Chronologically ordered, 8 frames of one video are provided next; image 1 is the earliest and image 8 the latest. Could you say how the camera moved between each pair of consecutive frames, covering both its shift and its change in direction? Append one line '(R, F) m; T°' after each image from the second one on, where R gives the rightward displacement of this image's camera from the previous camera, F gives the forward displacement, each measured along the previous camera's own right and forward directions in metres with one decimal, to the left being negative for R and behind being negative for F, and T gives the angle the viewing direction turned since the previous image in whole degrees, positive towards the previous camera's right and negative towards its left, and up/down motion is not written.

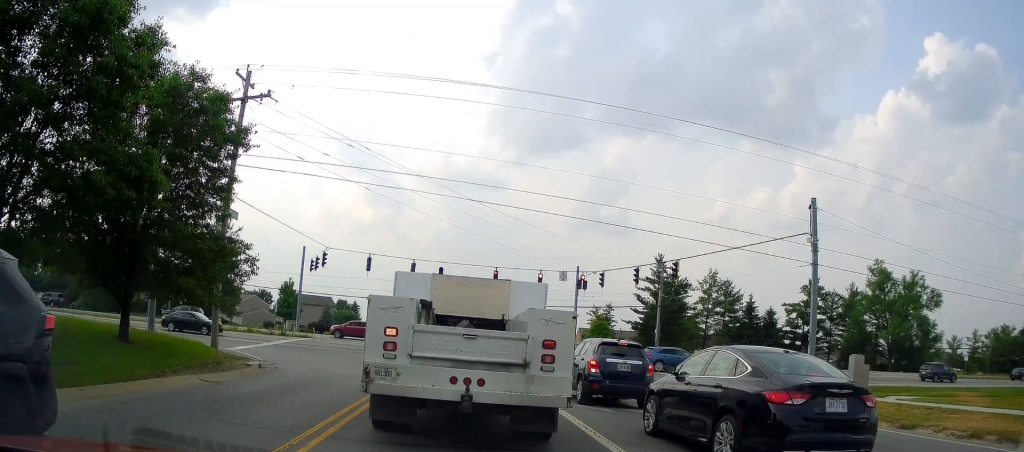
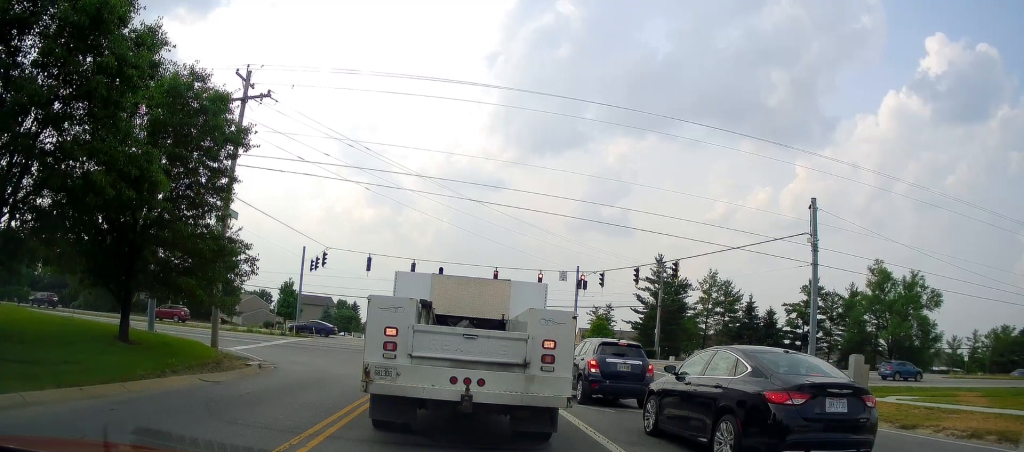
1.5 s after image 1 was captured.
(0.0, 0.0) m; 0°
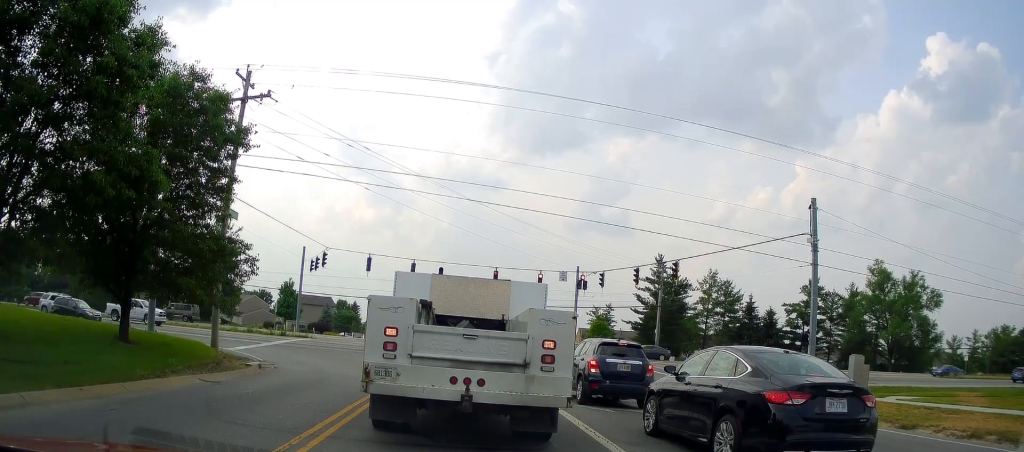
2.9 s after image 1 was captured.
(0.0, 0.0) m; 0°
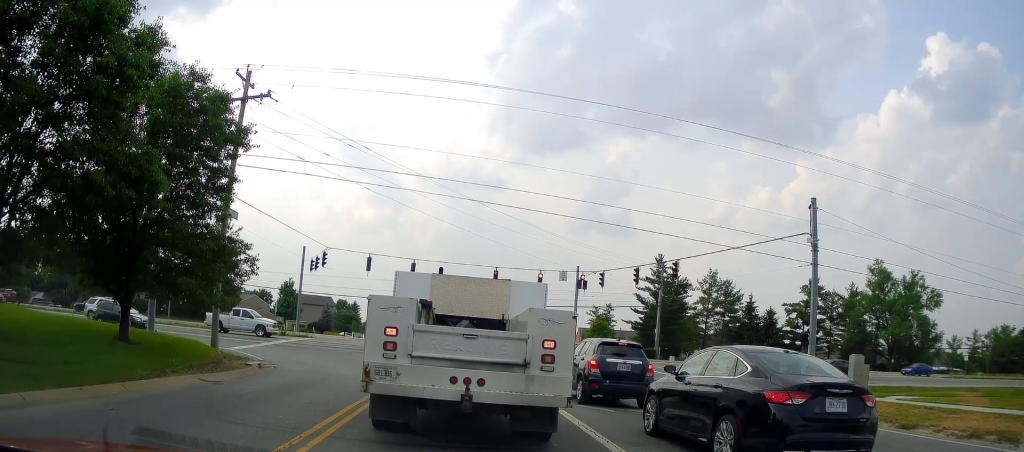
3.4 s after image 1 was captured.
(0.0, 0.0) m; 0°
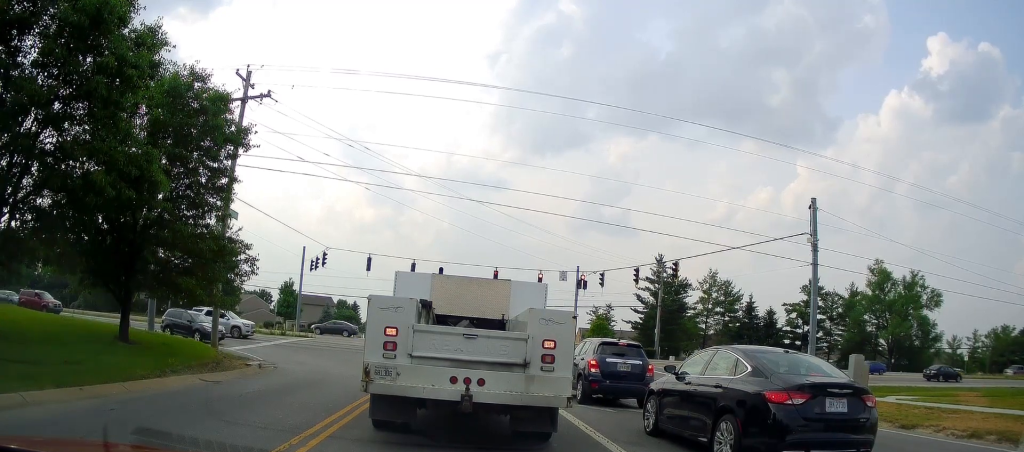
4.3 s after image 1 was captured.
(0.0, 0.0) m; 0°
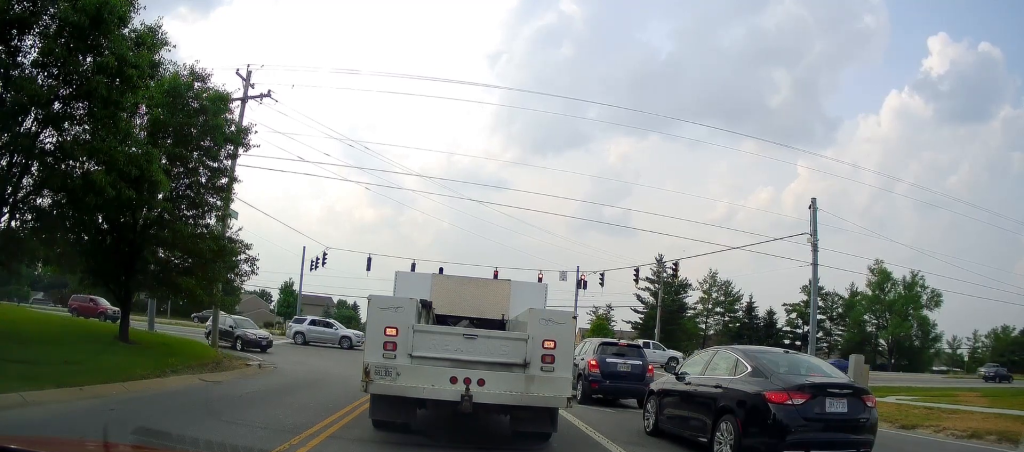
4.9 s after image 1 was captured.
(0.0, 0.0) m; 0°
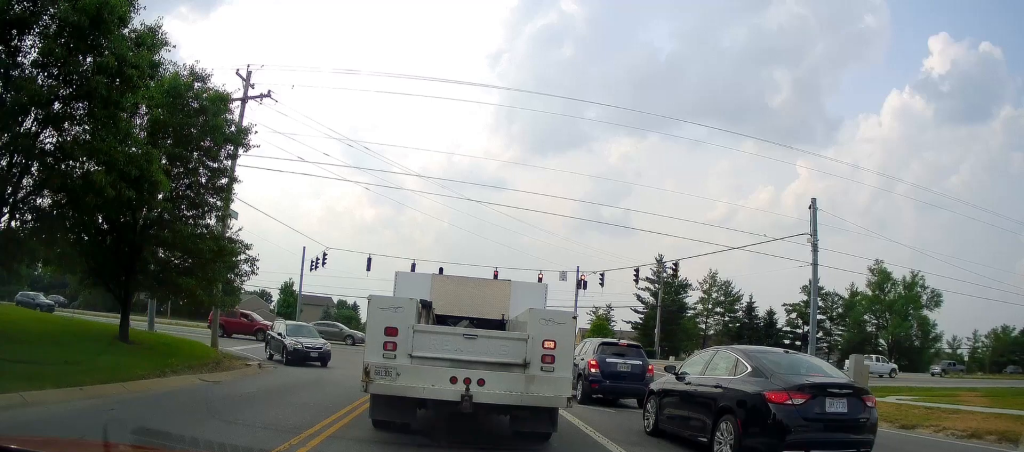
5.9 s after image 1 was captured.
(0.0, 0.0) m; 0°
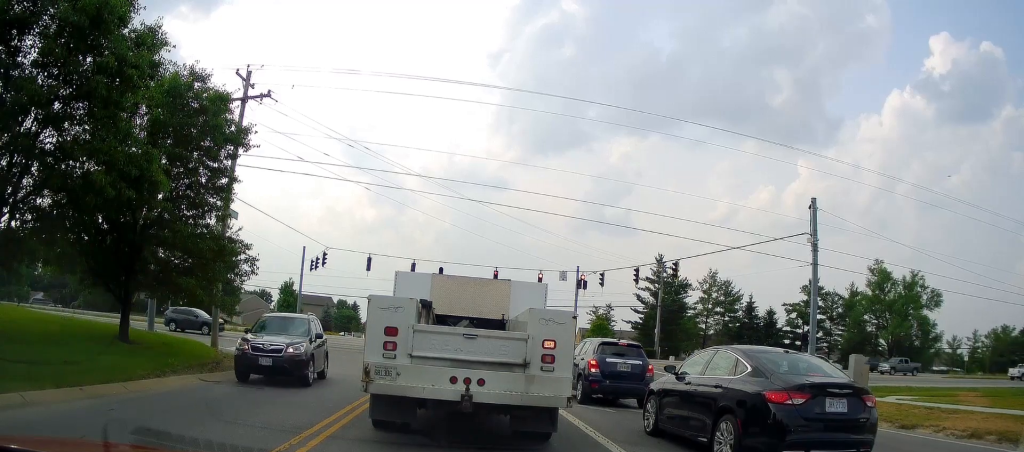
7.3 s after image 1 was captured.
(0.0, 0.0) m; 0°
